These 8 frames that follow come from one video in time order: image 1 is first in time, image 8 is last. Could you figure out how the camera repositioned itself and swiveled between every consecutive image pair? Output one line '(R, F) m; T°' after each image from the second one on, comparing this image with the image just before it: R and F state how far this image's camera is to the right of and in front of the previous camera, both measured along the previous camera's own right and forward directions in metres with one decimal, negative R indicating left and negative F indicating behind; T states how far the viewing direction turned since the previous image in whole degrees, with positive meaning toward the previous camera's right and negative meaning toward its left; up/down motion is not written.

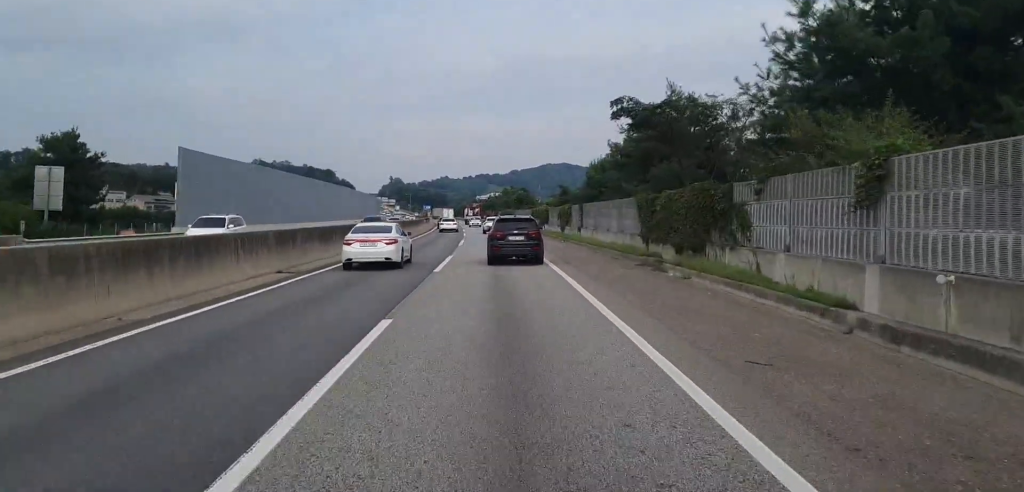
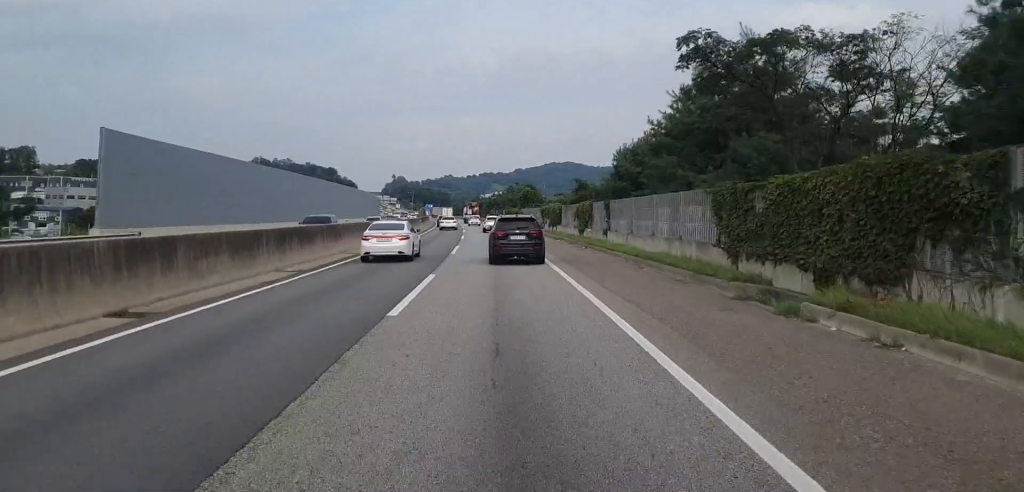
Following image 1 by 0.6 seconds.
(-0.4, +10.4) m; 0°
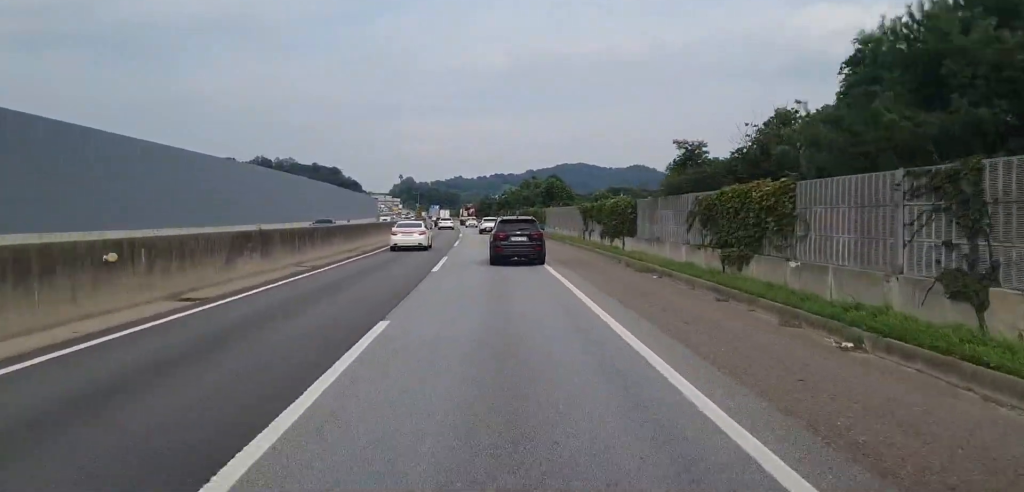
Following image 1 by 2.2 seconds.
(+0.2, +29.4) m; 0°
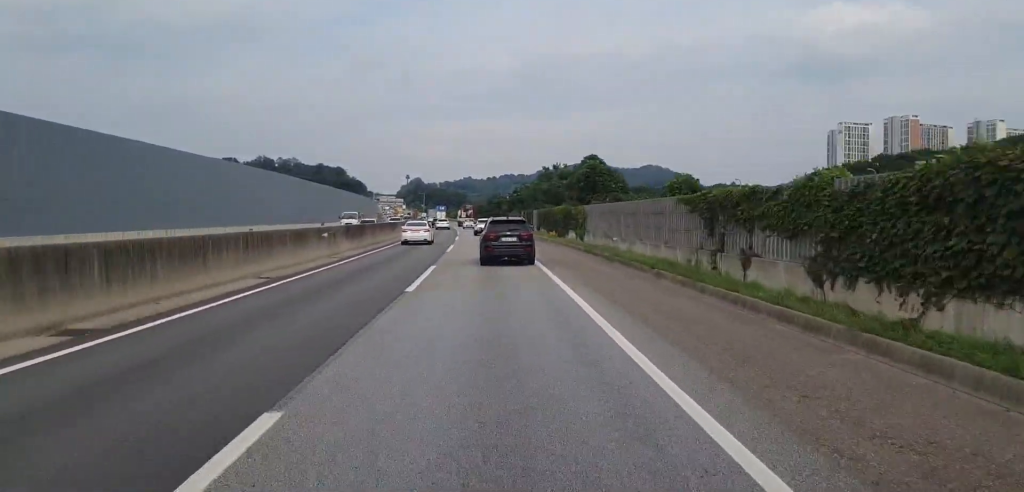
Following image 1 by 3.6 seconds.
(-0.7, +25.8) m; -2°
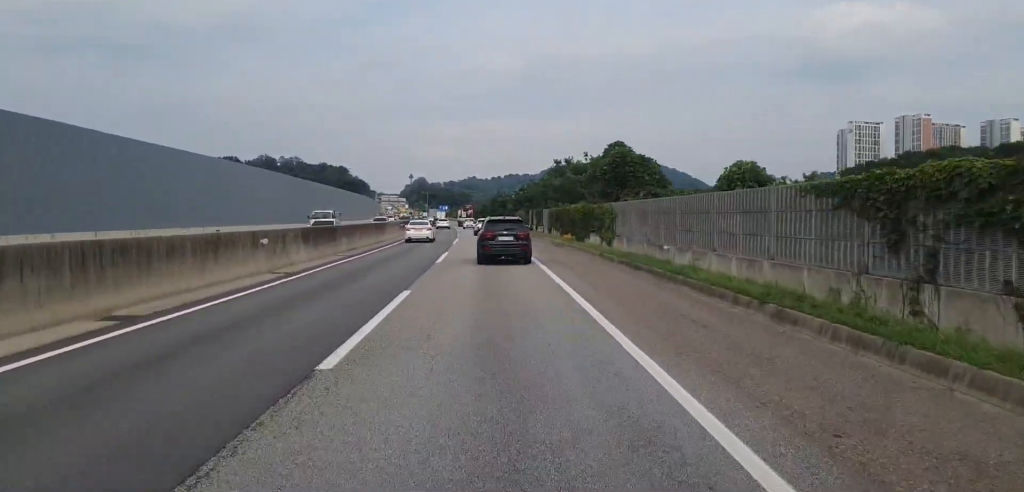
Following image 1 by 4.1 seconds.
(-0.1, +9.2) m; 0°
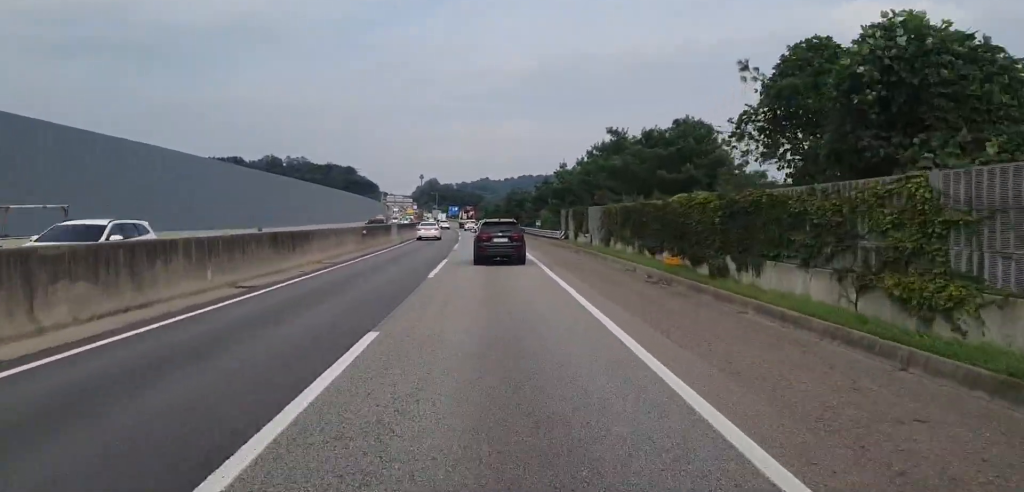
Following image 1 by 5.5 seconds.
(+0.2, +25.8) m; 0°
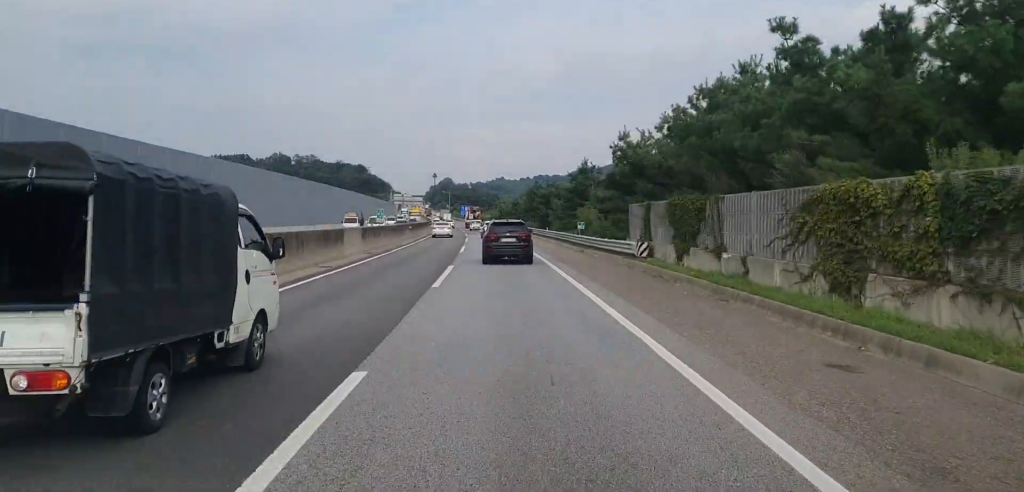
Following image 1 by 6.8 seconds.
(-0.1, +24.0) m; 0°
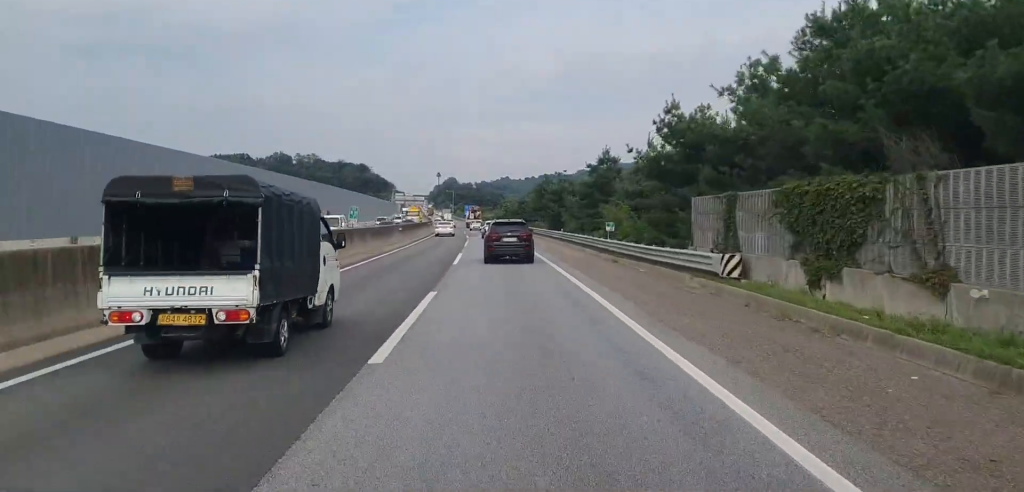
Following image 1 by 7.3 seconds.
(0.0, +10.5) m; -1°
